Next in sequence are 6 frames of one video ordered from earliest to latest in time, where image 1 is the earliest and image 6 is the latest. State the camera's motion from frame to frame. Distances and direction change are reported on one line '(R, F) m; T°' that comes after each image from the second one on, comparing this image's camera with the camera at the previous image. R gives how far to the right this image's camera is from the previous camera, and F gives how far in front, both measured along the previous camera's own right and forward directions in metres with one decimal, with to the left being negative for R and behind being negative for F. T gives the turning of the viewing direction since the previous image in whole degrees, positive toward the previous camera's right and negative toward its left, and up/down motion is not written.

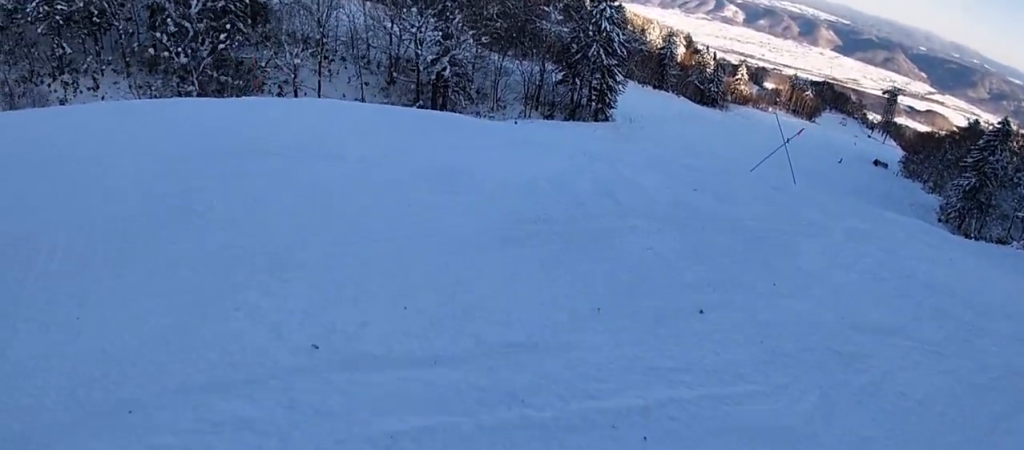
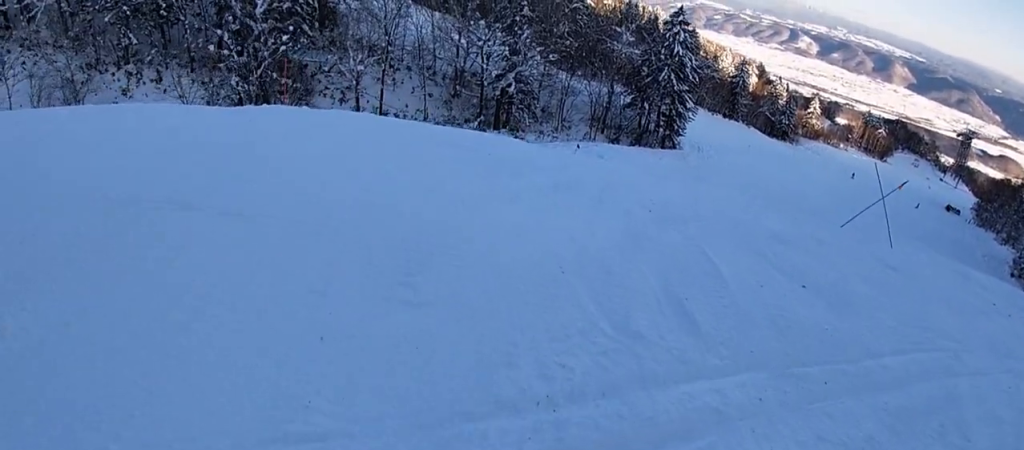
(+0.2, +2.2) m; -9°
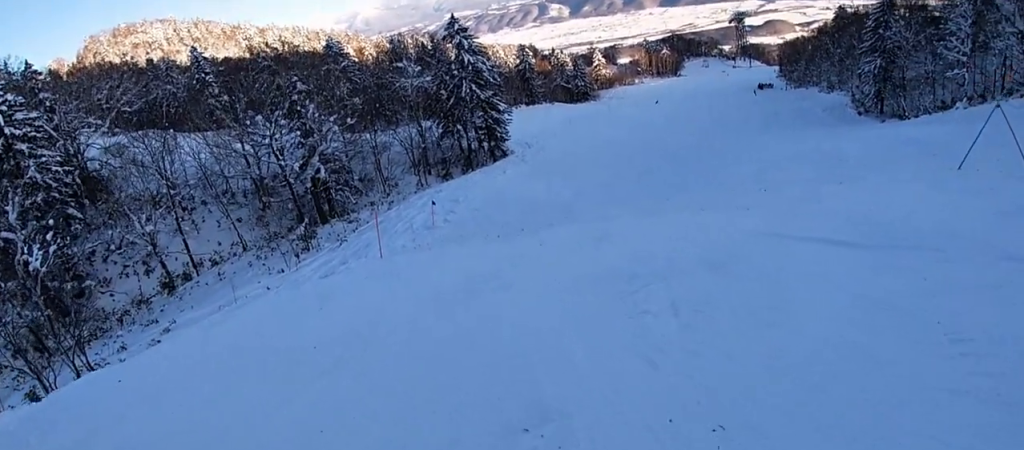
(+0.2, +7.5) m; +22°
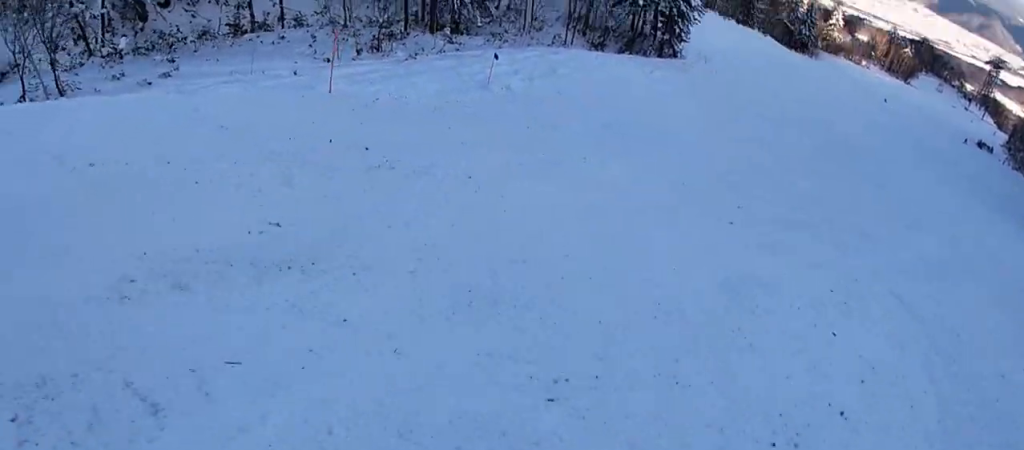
(+0.2, +9.3) m; -7°
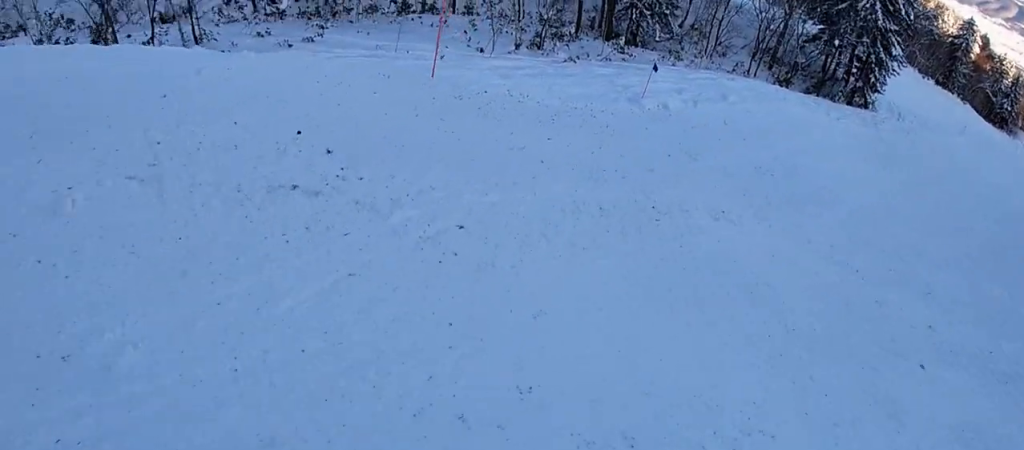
(-0.1, +3.8) m; -2°
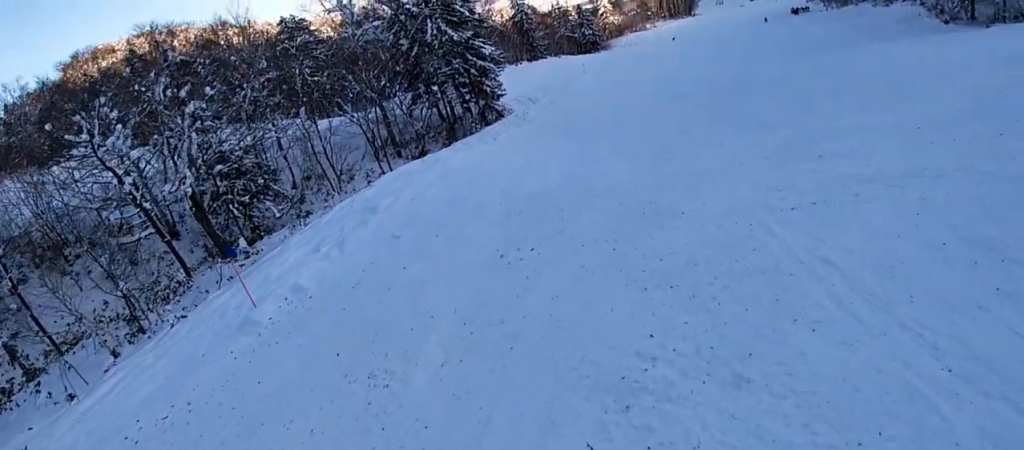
(+0.1, +10.1) m; +17°
